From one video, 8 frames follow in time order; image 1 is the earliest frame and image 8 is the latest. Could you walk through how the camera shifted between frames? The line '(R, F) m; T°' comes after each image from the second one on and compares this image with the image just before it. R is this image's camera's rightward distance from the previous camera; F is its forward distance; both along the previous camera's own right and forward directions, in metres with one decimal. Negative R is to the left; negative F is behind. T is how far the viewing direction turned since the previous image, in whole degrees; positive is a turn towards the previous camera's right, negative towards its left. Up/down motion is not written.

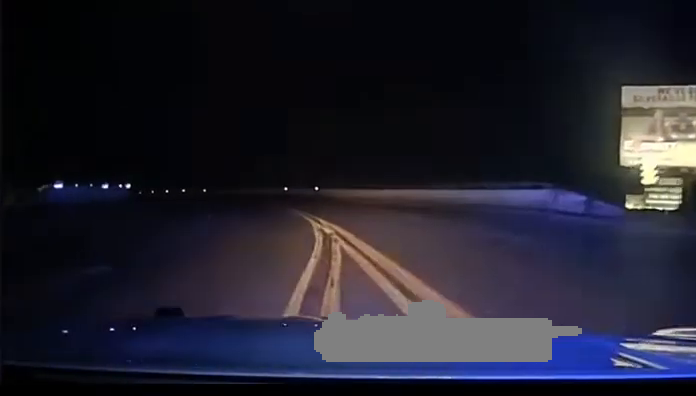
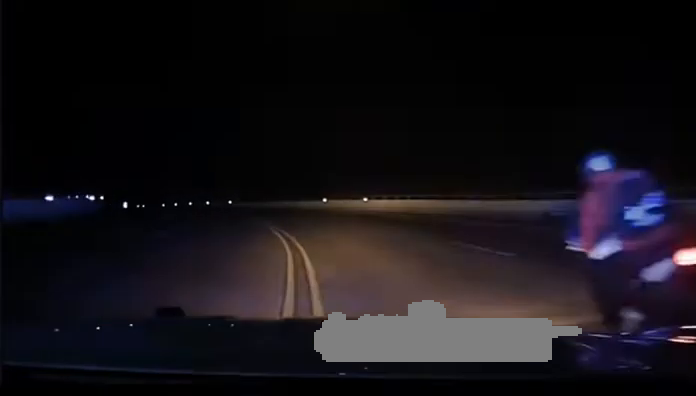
(-0.7, +24.1) m; -4°
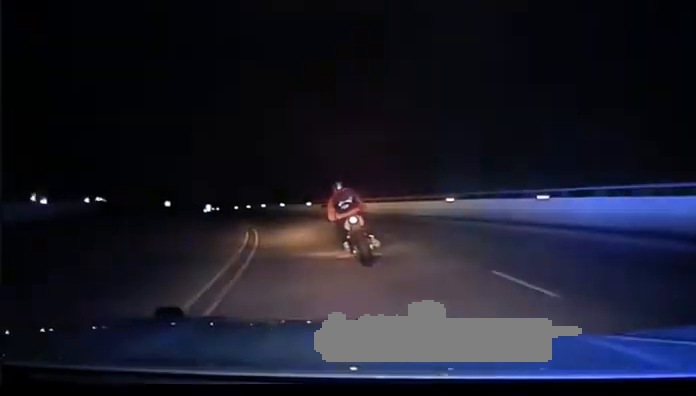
(-1.6, +30.5) m; -7°
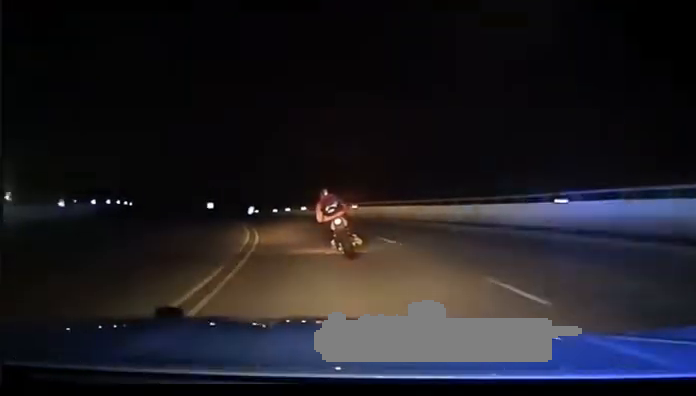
(-0.1, +11.9) m; -4°
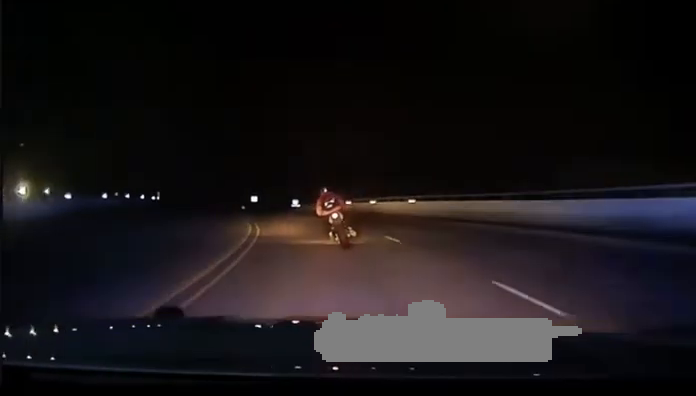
(-0.6, +13.1) m; -4°
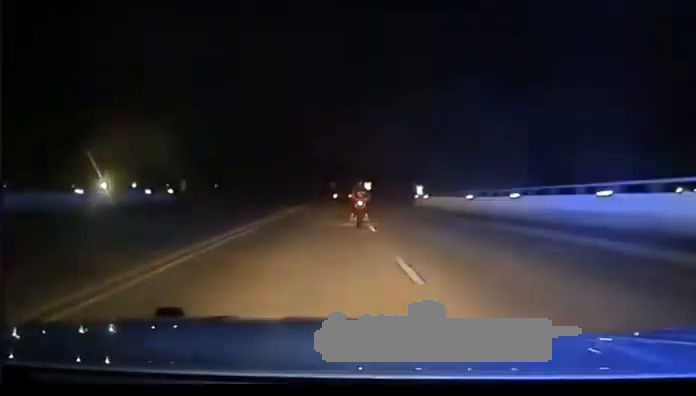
(-5.3, +49.6) m; -10°
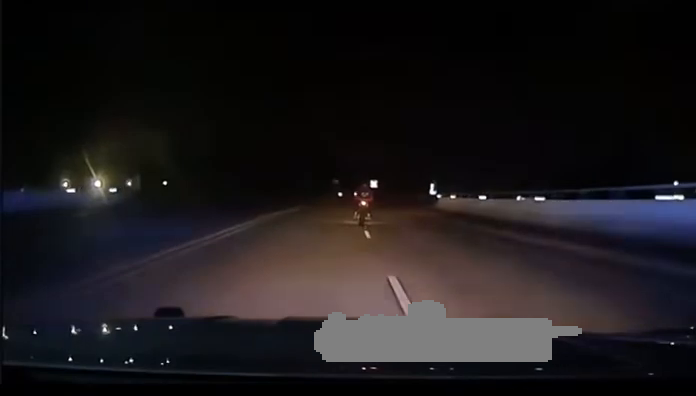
(-0.2, +15.3) m; -1°
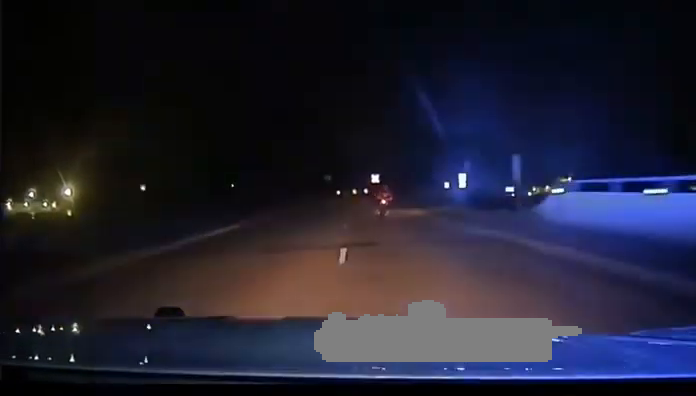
(-0.7, +32.8) m; -2°
